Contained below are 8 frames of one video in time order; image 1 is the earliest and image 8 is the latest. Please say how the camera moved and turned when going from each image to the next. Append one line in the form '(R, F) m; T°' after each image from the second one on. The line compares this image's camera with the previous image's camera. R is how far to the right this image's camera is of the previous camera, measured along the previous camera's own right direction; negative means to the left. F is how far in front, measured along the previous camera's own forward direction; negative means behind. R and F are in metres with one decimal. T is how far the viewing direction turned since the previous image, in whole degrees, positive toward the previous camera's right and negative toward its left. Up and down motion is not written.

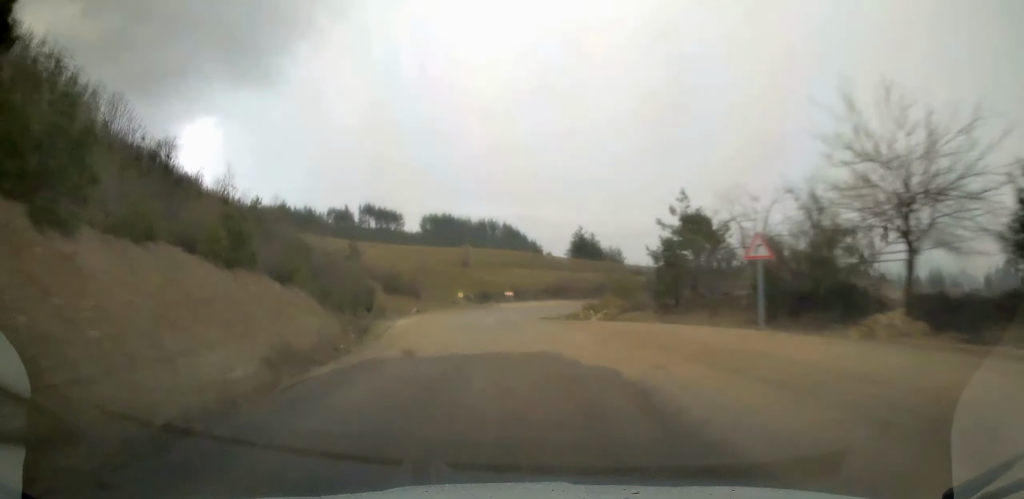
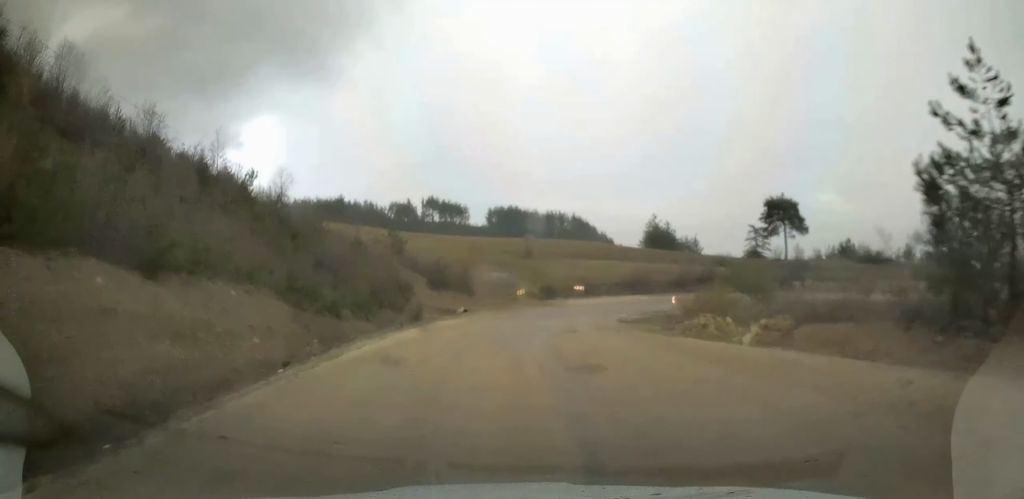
(-0.9, +16.6) m; -6°
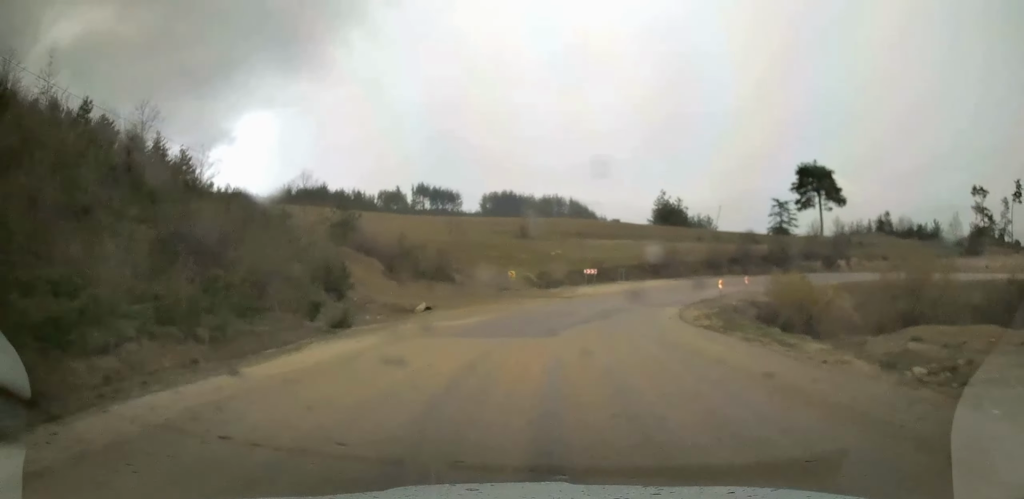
(-0.8, +23.6) m; +1°
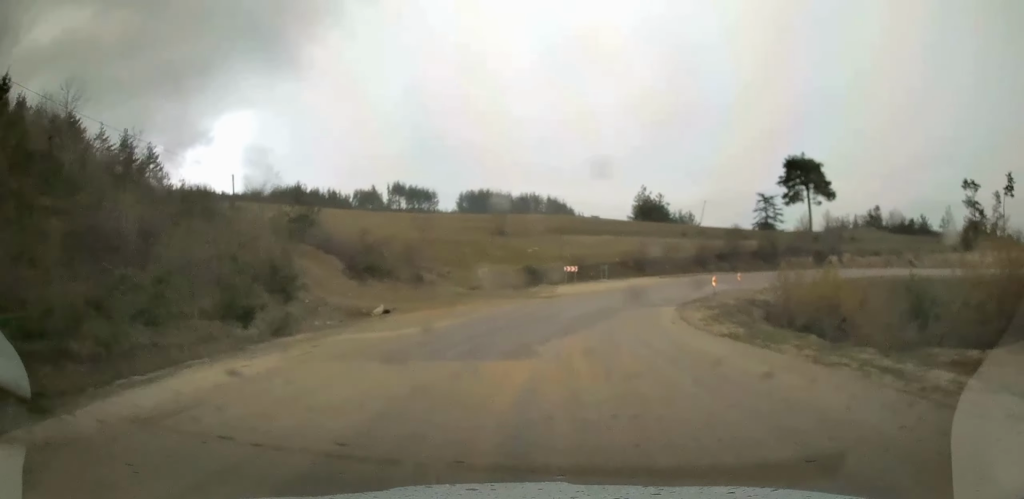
(+0.1, +5.8) m; +2°
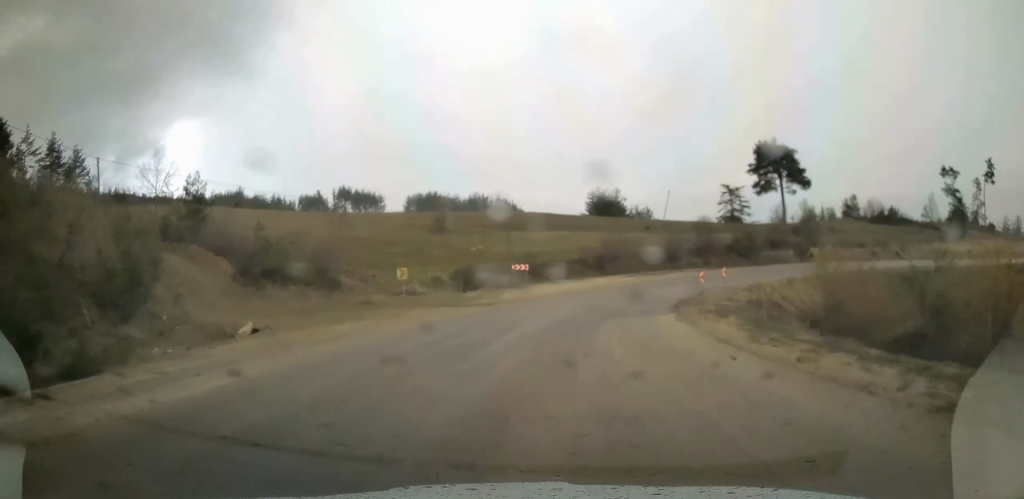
(+0.6, +12.6) m; +6°
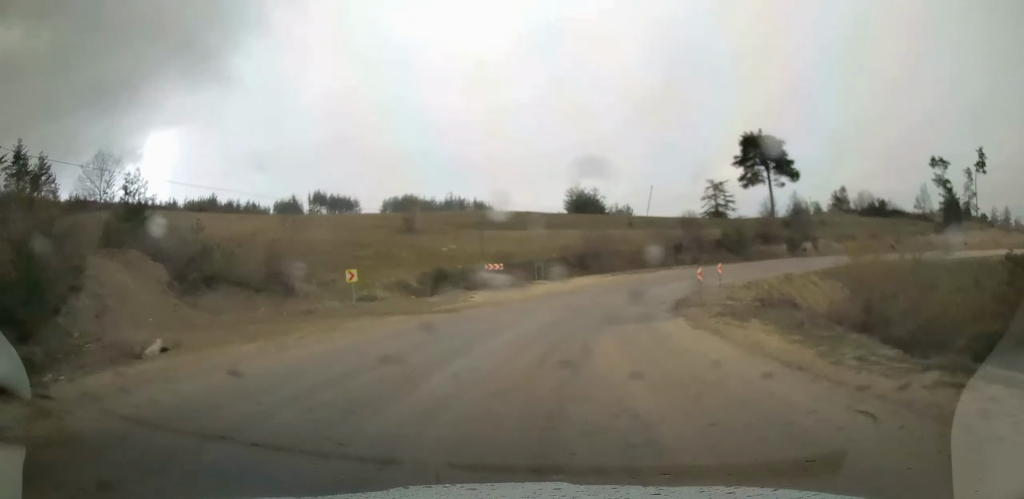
(-0.1, +5.8) m; +3°
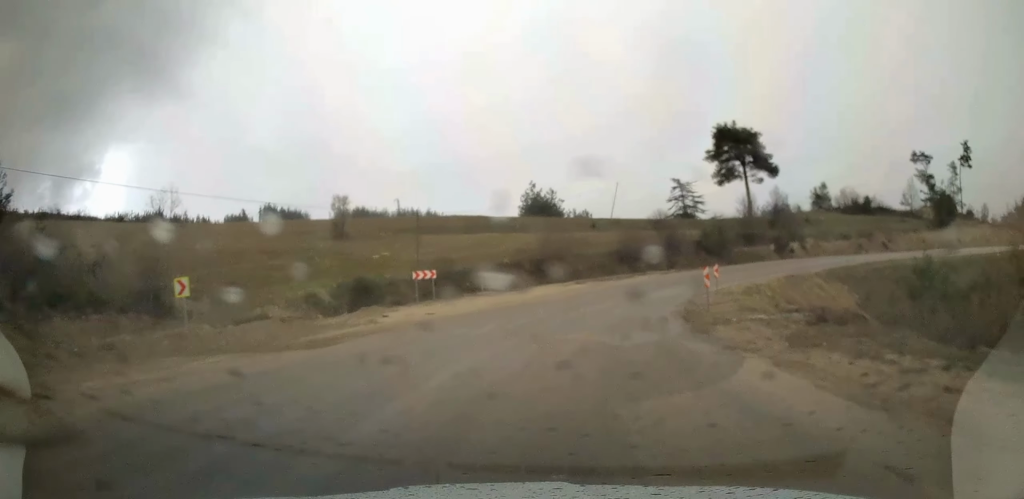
(+0.8, +12.0) m; +6°
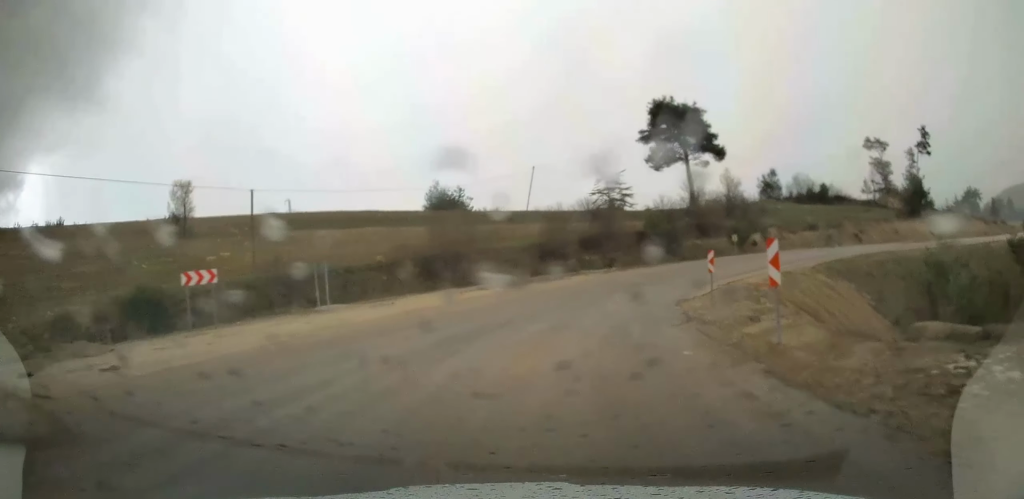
(+1.1, +17.8) m; +8°
